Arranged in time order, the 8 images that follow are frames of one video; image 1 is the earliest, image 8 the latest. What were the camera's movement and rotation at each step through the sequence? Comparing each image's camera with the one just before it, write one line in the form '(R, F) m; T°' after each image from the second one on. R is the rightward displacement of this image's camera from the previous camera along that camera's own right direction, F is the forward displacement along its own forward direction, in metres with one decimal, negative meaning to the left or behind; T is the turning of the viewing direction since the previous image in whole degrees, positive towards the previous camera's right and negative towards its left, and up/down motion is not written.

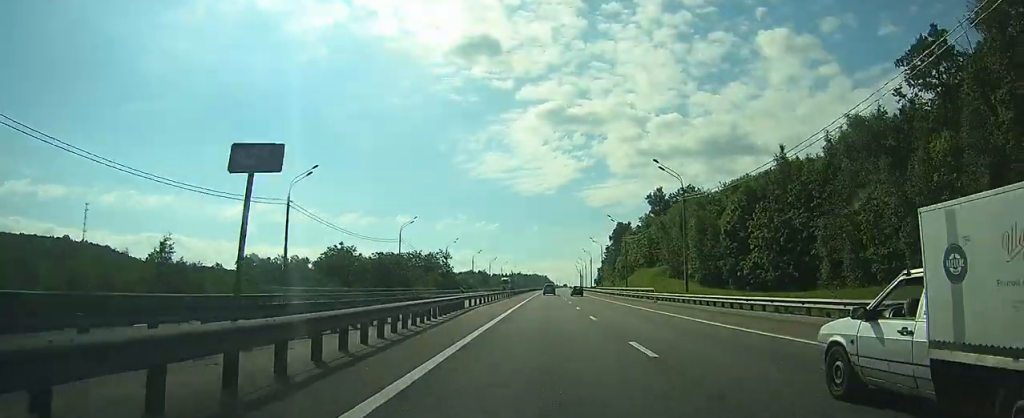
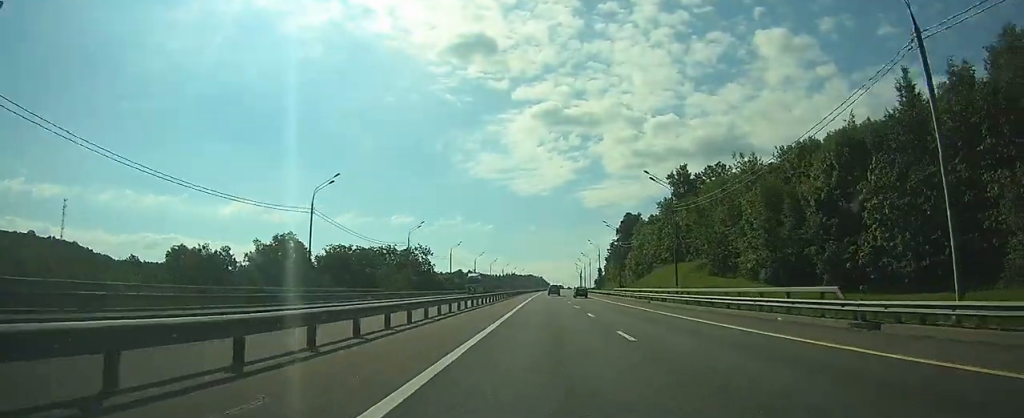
(+0.2, +32.0) m; +1°
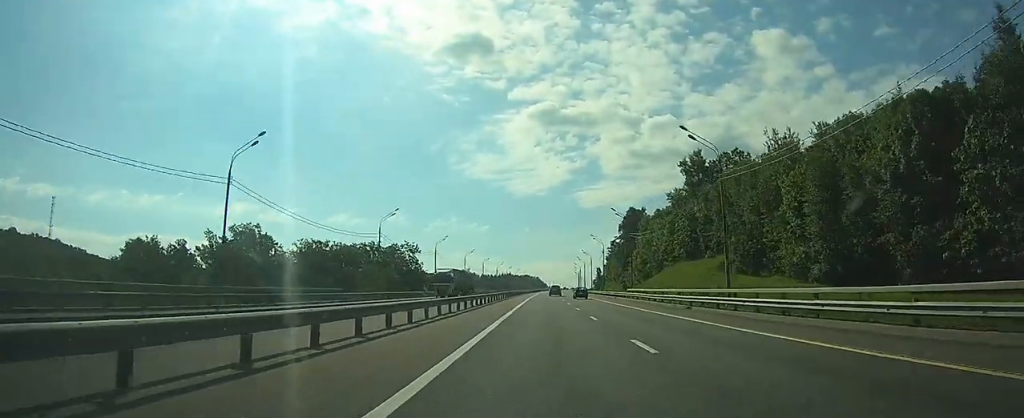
(0.0, +14.5) m; 0°
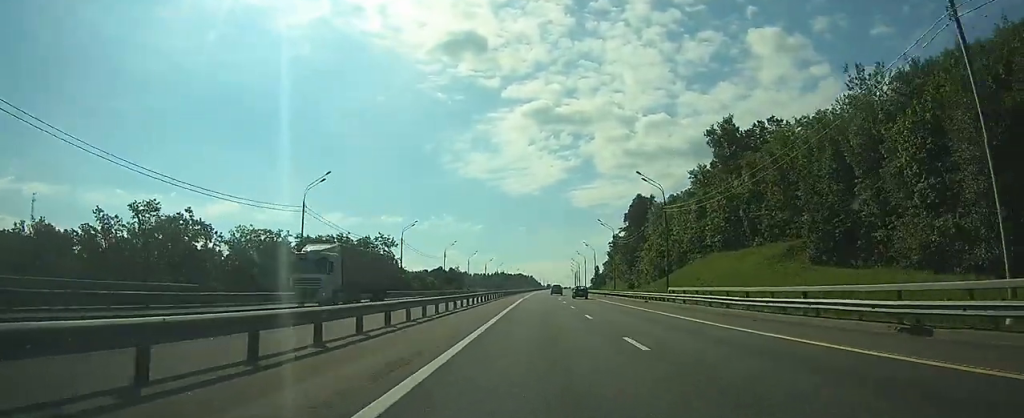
(+0.2, +23.3) m; 0°
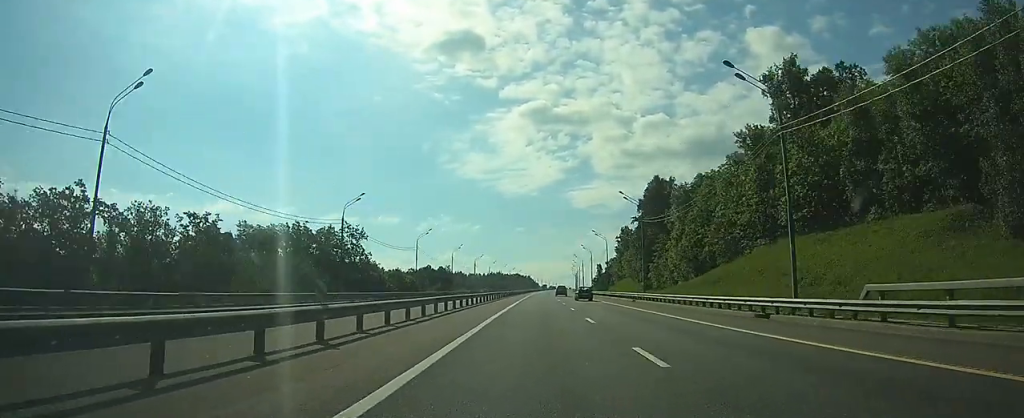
(0.0, +26.3) m; +1°
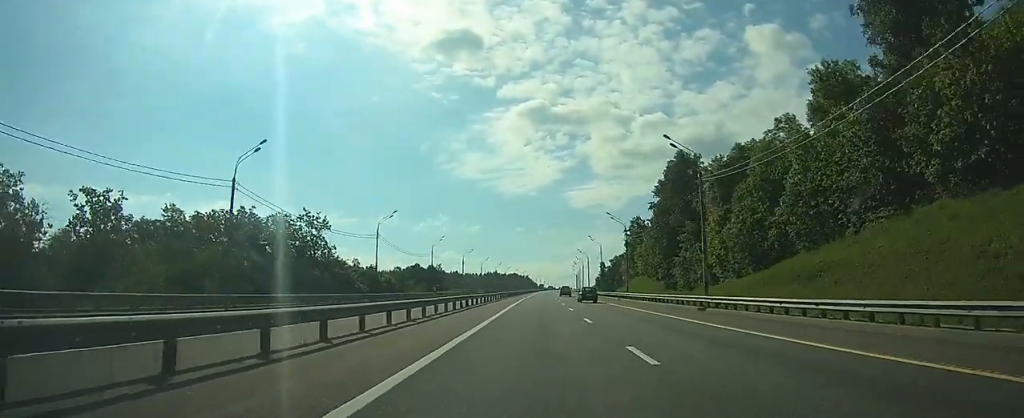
(+0.2, +23.4) m; +1°
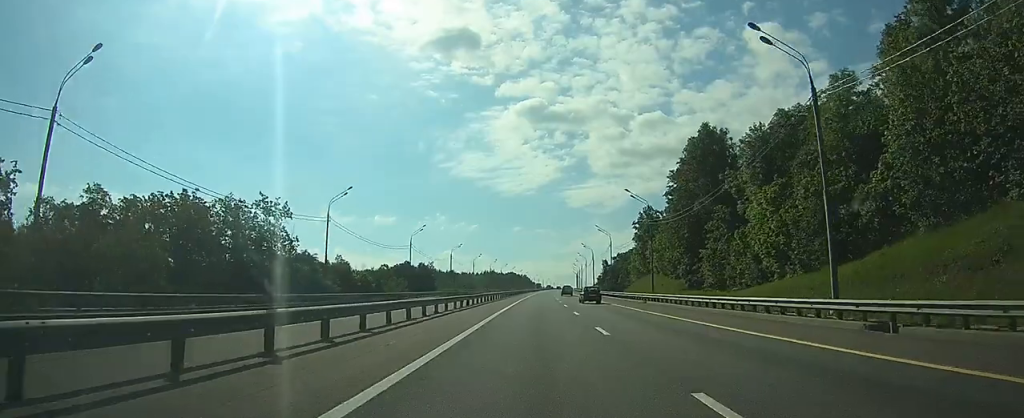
(+0.1, +17.6) m; 0°
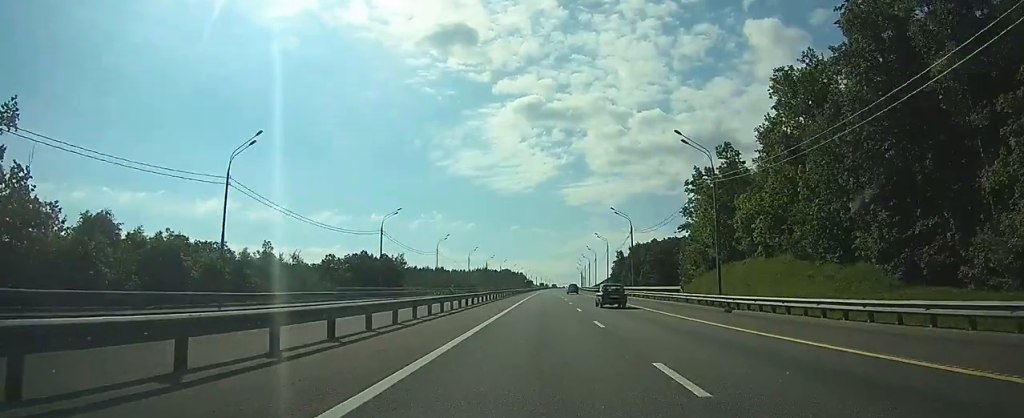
(+0.1, +56.7) m; 0°
